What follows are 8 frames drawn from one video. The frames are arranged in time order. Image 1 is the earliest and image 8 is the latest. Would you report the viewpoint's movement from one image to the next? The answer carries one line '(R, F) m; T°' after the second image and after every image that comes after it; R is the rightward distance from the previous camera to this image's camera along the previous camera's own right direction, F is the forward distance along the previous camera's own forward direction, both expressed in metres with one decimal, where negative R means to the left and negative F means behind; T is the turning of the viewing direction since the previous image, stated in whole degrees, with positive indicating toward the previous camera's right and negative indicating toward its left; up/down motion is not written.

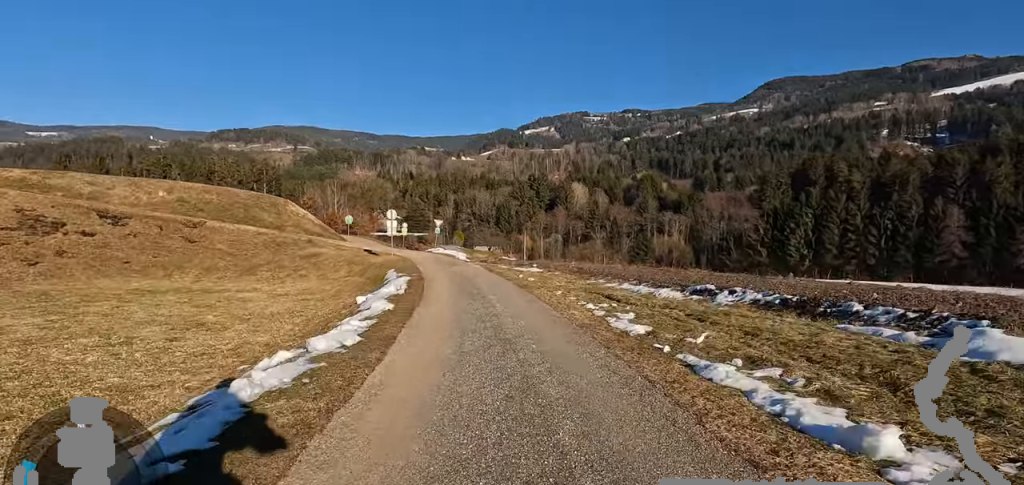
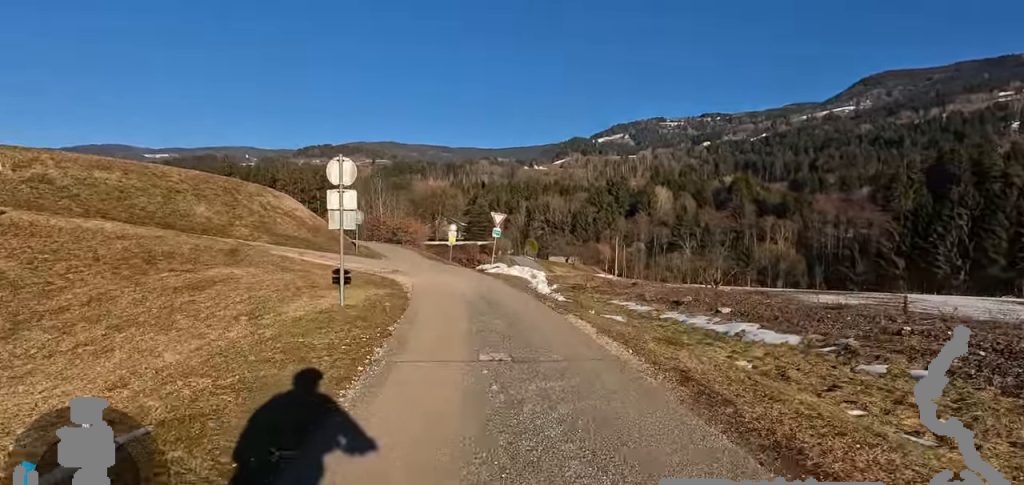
(+2.4, +17.5) m; 0°
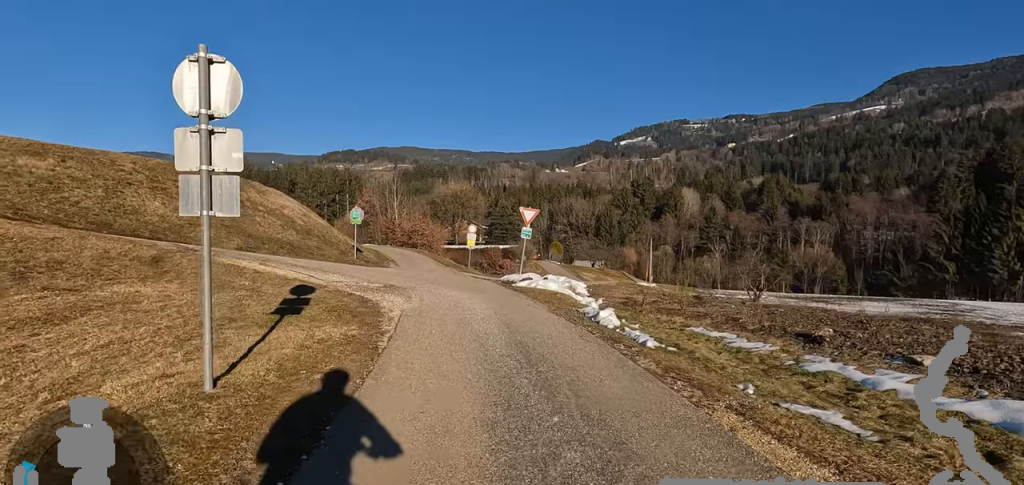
(-0.5, +5.1) m; -6°
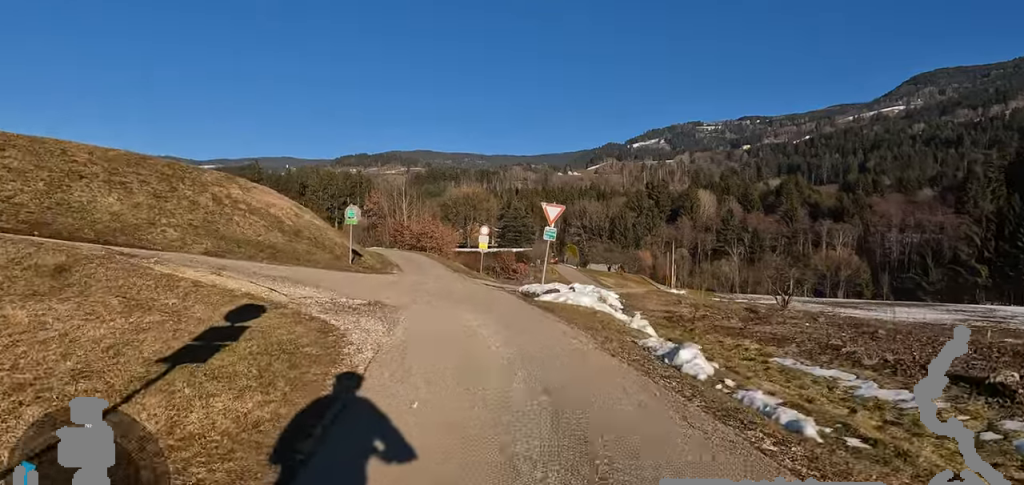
(-0.1, +3.2) m; 0°
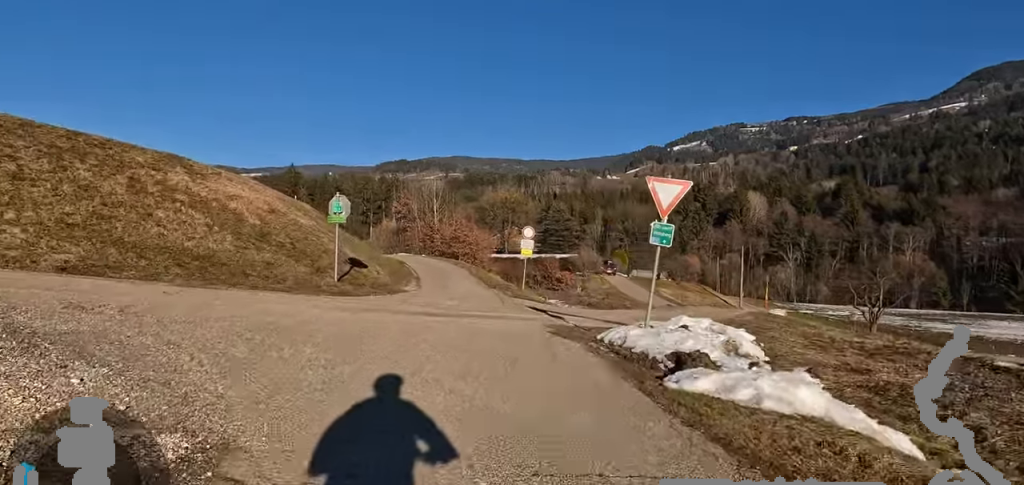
(+0.3, +7.2) m; -2°
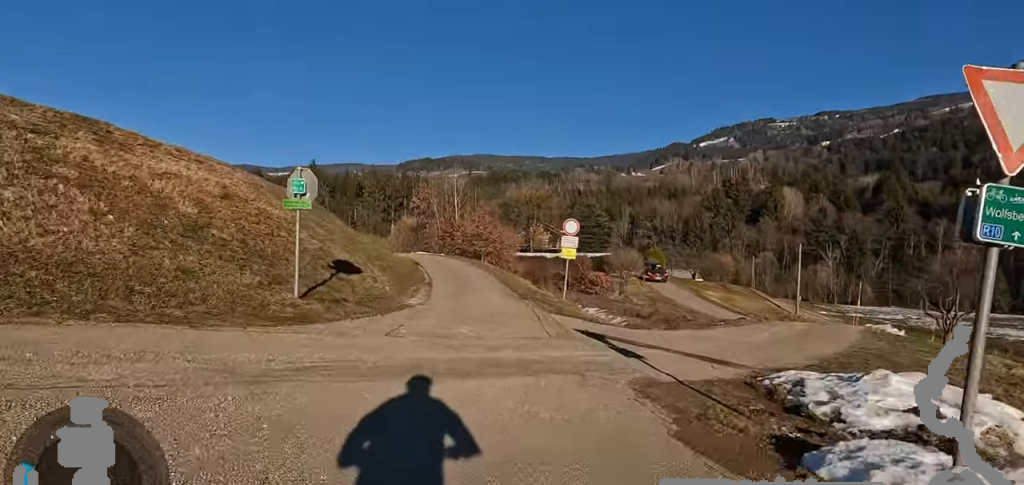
(-0.3, +4.9) m; -7°
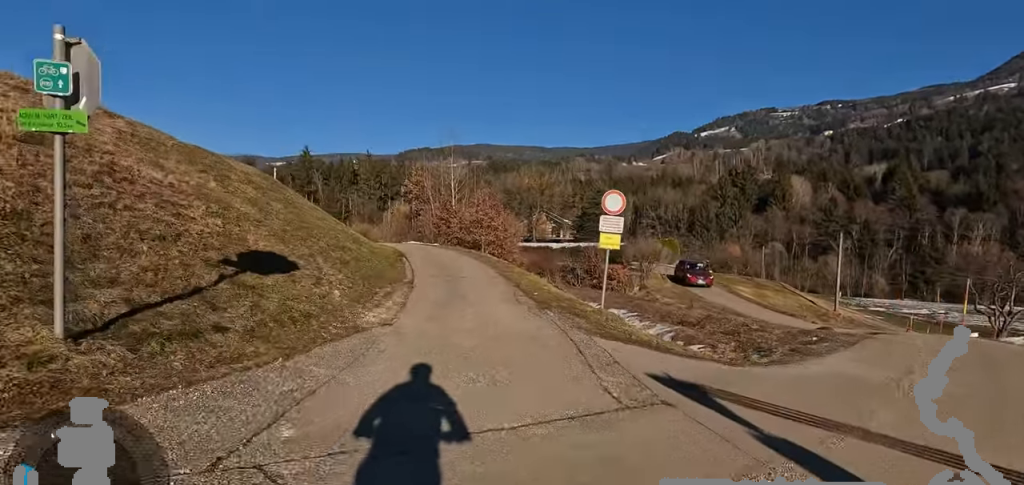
(-0.5, +5.2) m; +2°
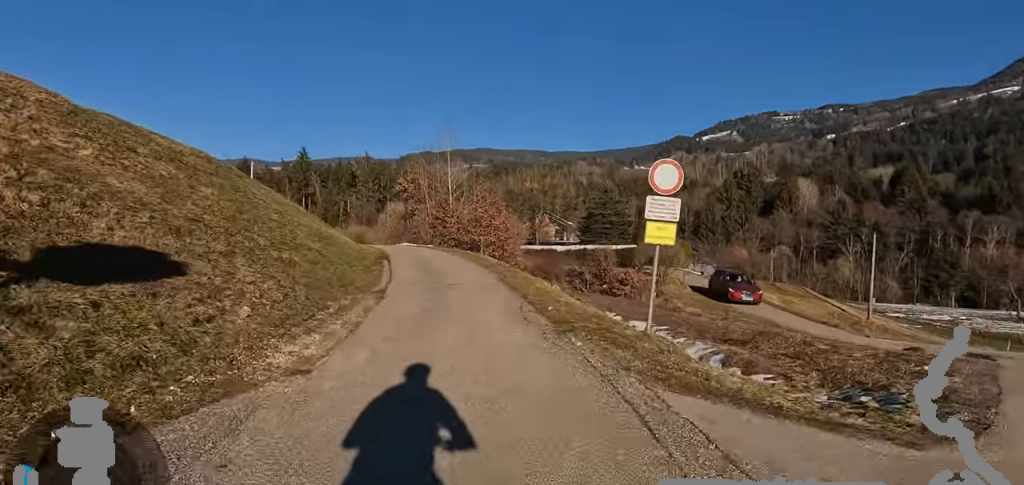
(+0.7, +3.2) m; +5°
